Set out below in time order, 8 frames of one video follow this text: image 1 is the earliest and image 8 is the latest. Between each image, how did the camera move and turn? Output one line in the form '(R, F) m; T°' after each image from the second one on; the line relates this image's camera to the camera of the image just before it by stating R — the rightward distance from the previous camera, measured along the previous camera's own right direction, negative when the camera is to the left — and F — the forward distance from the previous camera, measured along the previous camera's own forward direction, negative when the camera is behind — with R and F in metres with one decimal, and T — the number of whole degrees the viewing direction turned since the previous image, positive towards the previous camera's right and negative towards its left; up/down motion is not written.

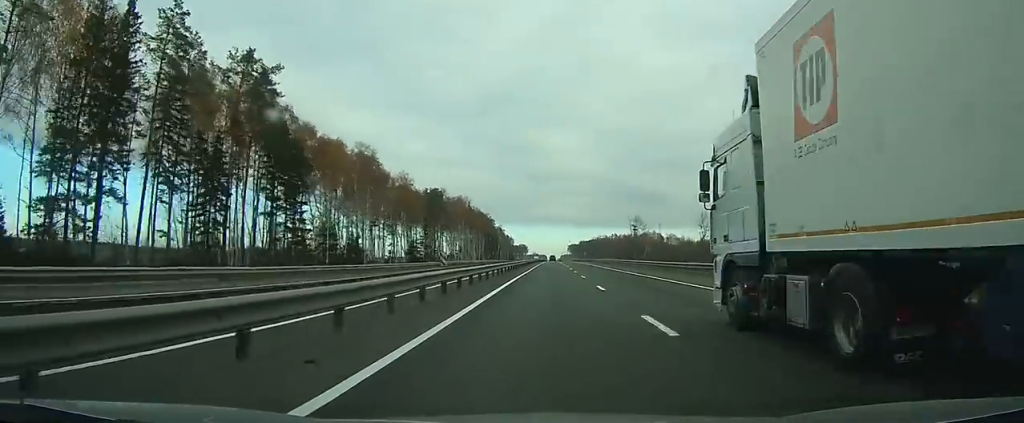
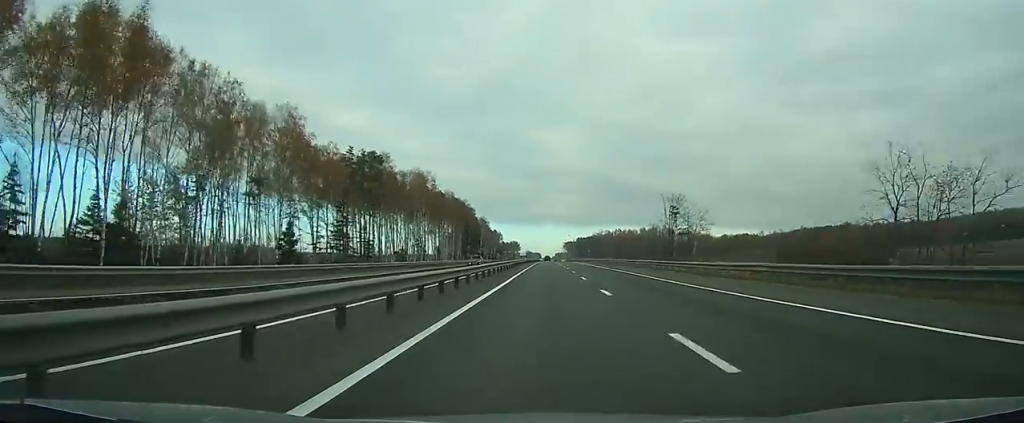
(+0.2, +62.3) m; 0°
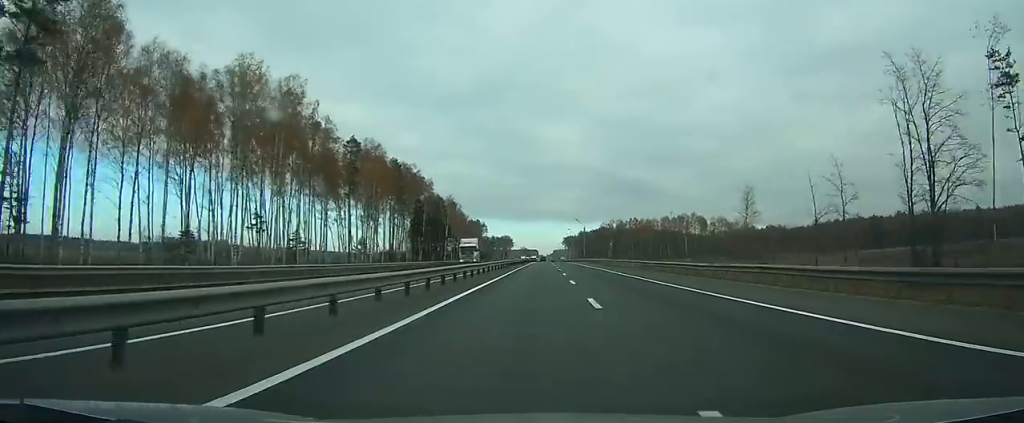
(+0.3, +84.1) m; 0°
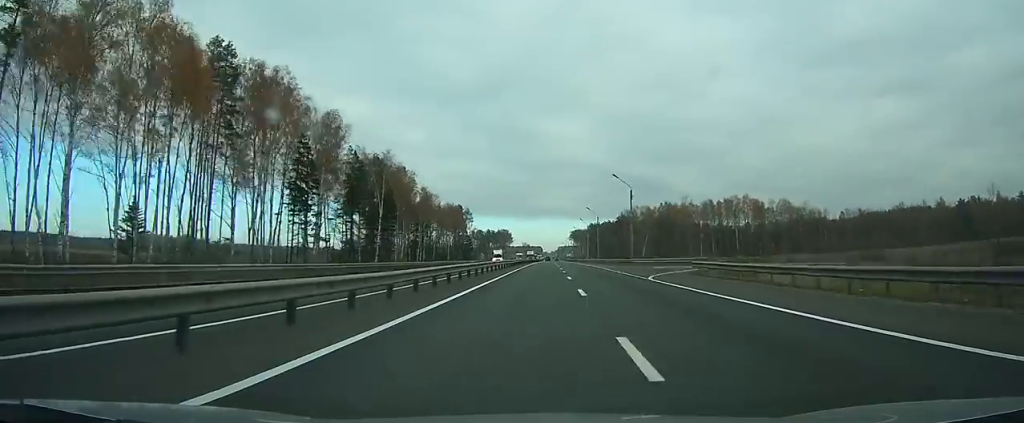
(-0.1, +81.4) m; 0°
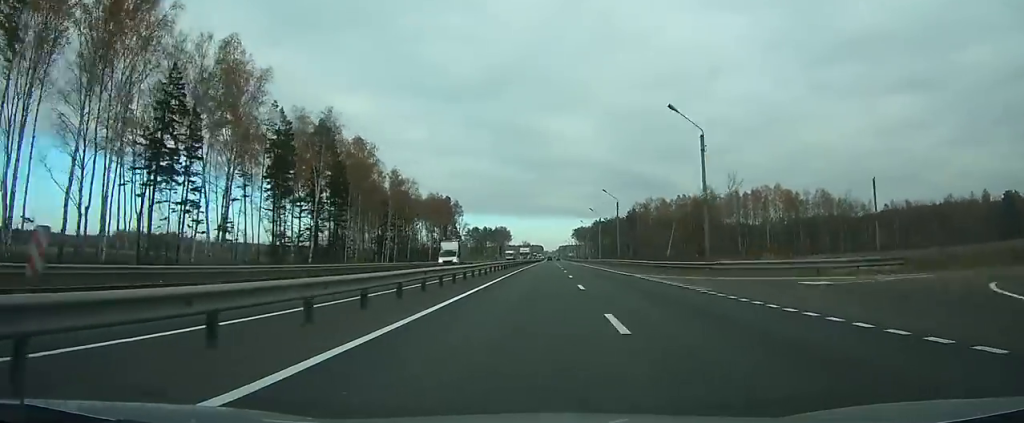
(0.0, +33.8) m; 0°
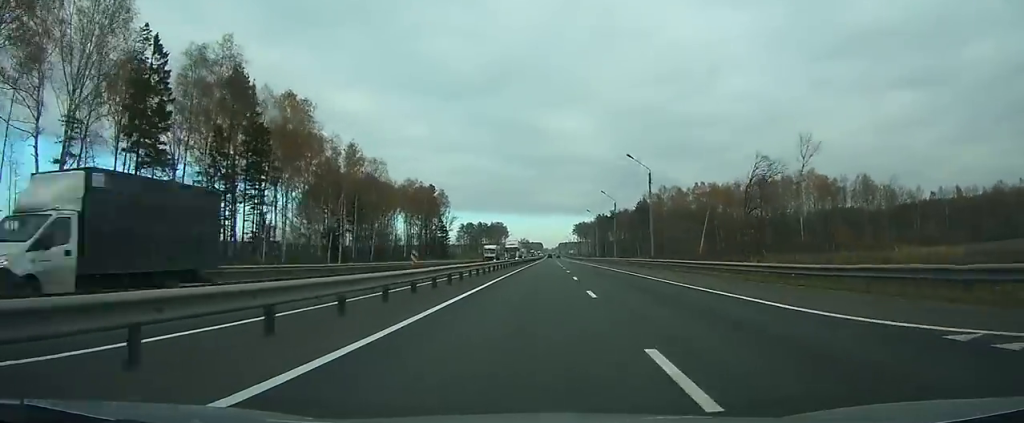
(0.0, +29.5) m; 0°
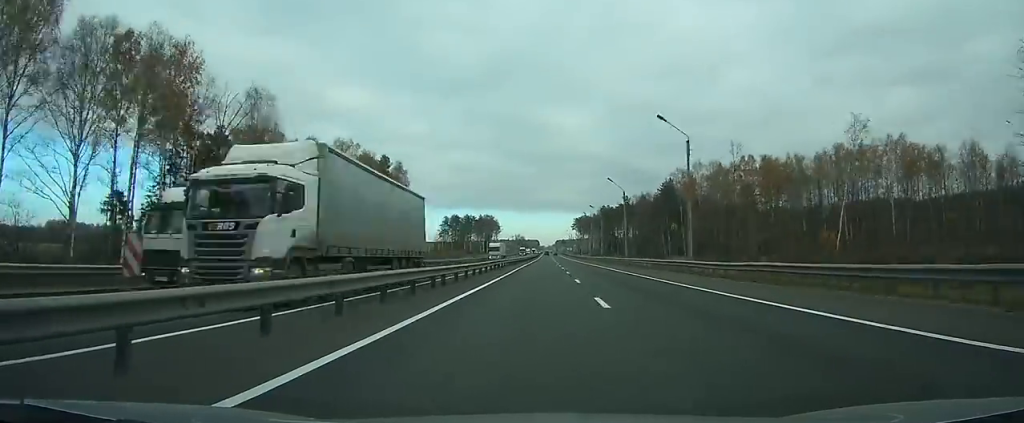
(+0.2, +51.2) m; +1°
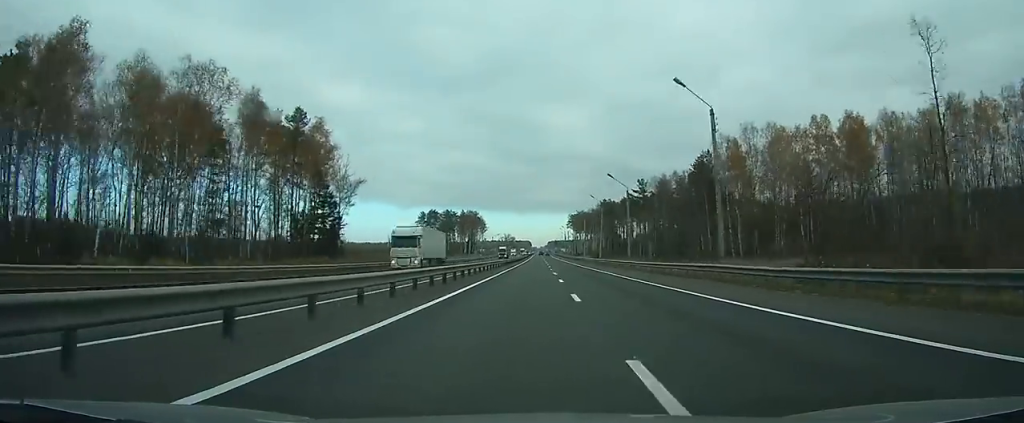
(+0.4, +43.6) m; 0°
